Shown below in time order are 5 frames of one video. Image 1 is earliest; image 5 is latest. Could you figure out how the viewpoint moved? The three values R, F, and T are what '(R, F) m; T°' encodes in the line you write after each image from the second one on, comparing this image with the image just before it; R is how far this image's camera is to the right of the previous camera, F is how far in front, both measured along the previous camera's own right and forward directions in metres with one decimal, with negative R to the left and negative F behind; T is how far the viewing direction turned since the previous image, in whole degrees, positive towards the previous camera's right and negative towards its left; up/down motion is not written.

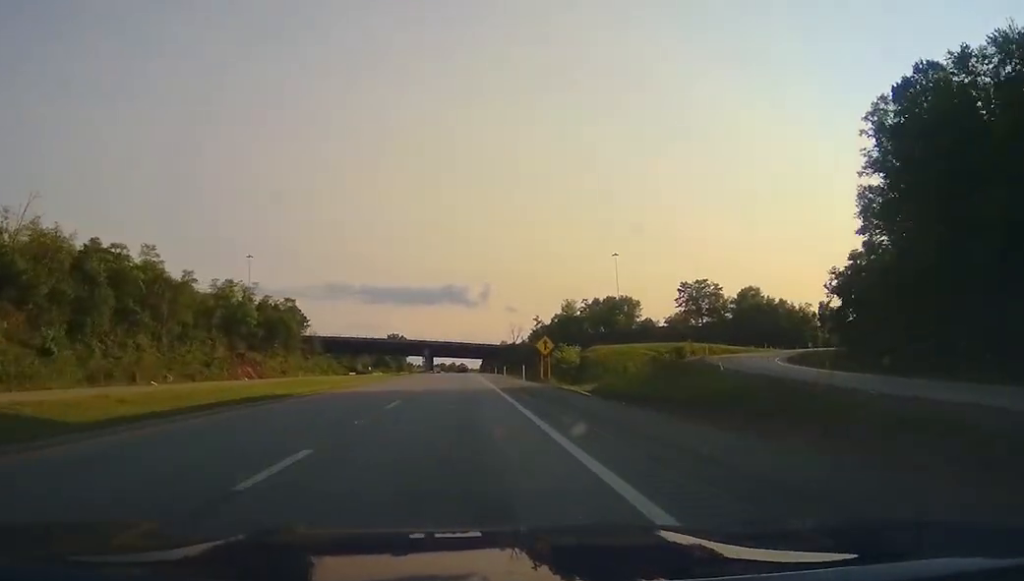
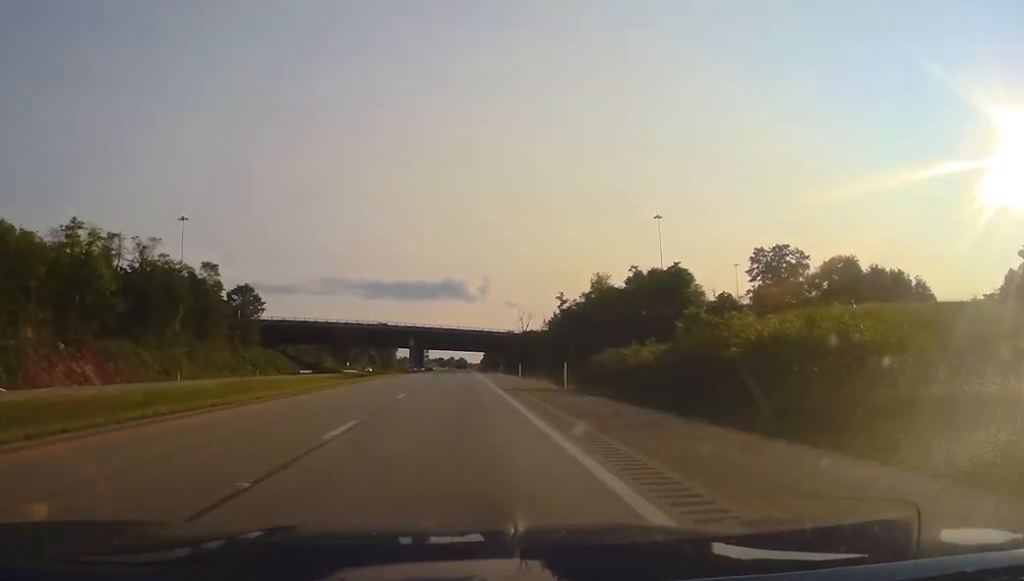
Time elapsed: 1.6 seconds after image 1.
(+0.1, +56.0) m; 0°
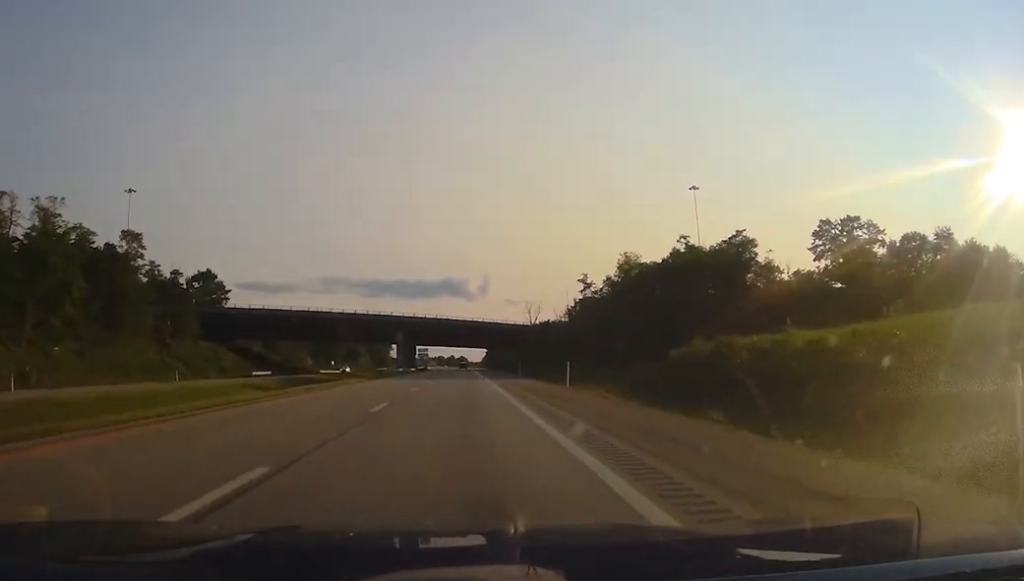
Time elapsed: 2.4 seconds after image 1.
(-0.1, +31.0) m; 0°
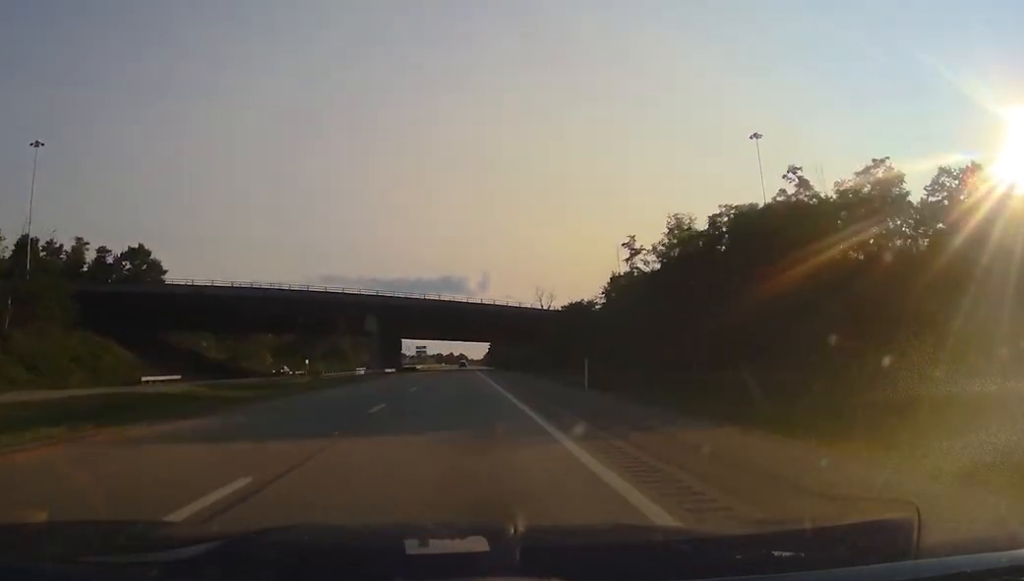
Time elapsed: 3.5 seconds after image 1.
(0.0, +37.7) m; 0°
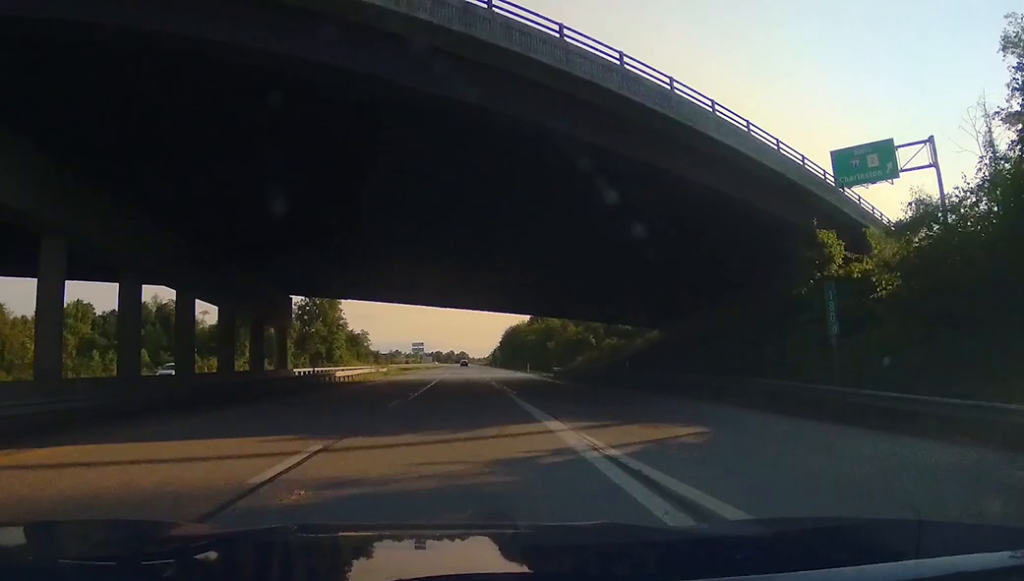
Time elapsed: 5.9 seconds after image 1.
(0.0, +82.3) m; 0°
